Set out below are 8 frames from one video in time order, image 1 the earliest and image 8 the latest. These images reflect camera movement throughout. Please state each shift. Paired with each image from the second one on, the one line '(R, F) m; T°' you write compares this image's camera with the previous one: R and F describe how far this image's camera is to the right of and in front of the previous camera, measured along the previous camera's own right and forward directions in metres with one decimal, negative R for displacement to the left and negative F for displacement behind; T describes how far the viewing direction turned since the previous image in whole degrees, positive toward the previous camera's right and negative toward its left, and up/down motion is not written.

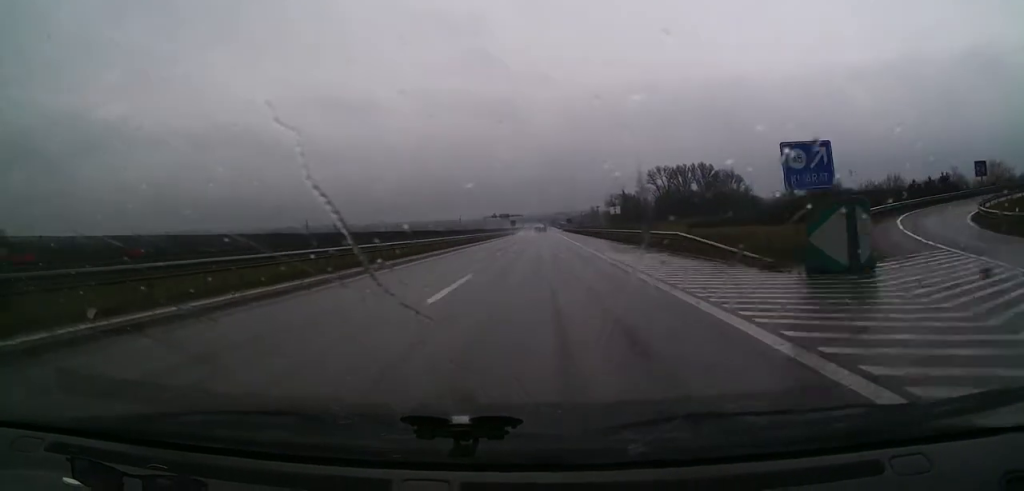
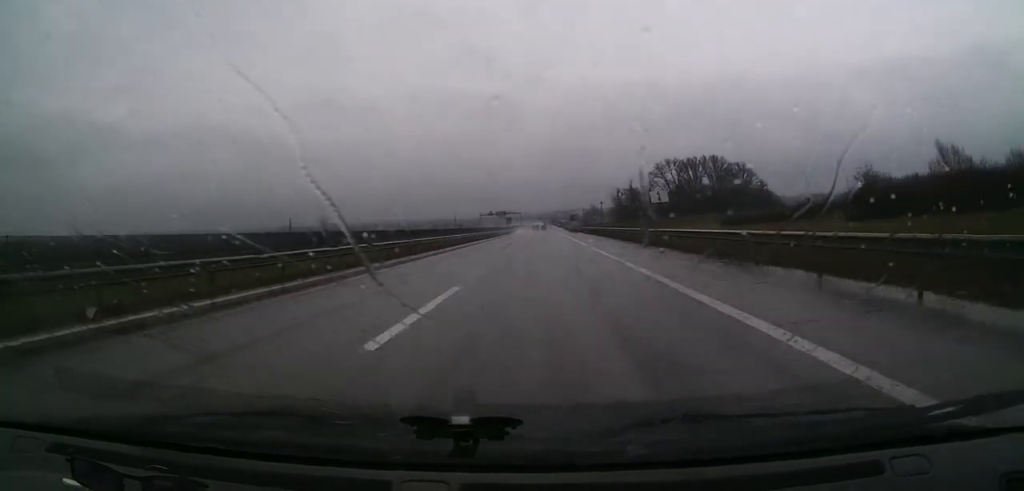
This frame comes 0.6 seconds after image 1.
(-0.2, +22.0) m; 0°
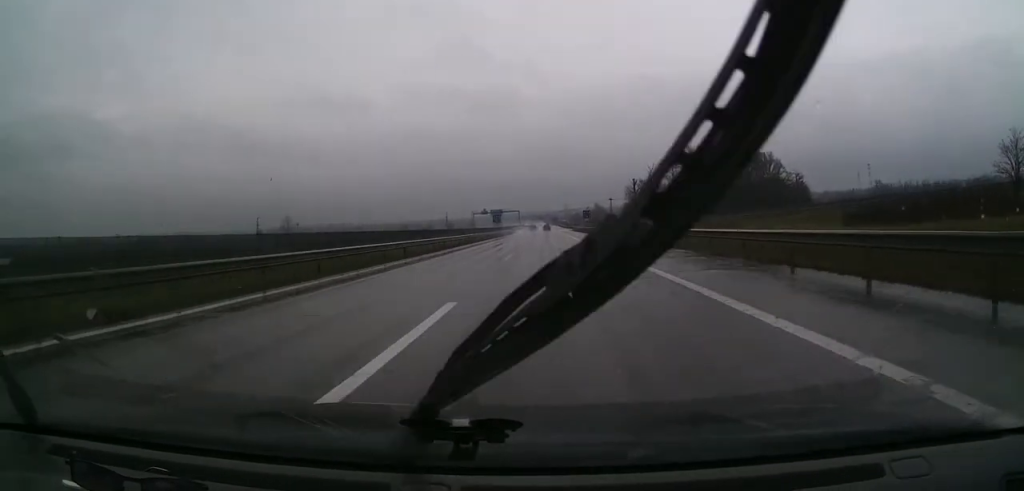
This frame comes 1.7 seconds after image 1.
(-0.1, +37.1) m; 0°
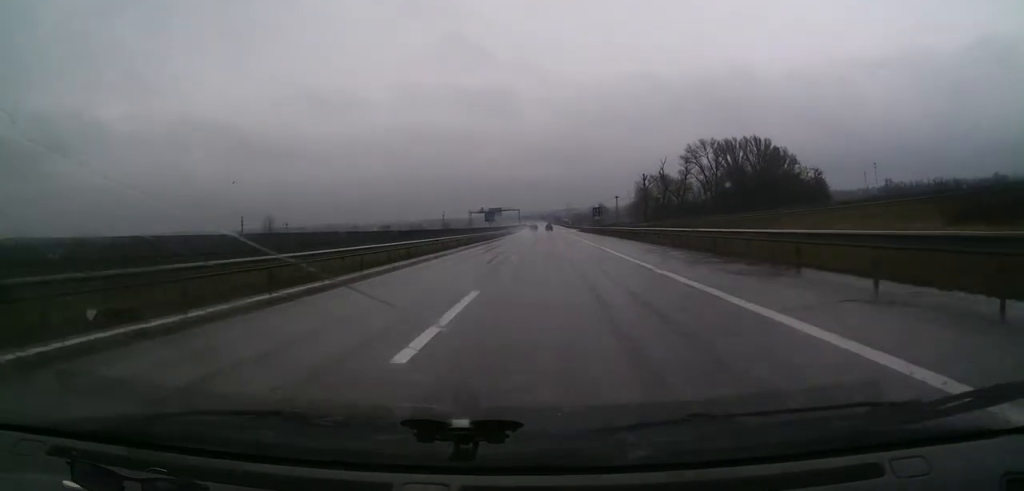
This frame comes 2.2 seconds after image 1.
(+0.1, +16.5) m; 0°
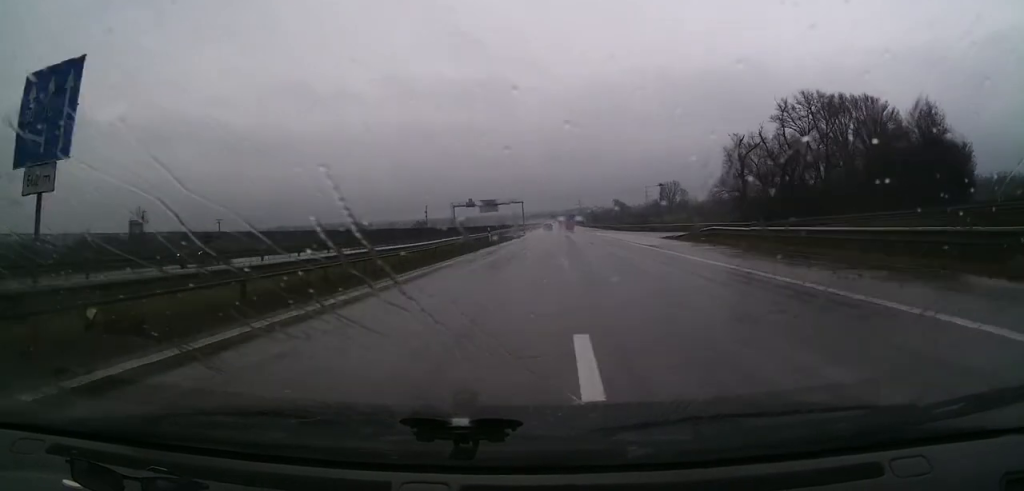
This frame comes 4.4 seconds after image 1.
(-0.4, +77.4) m; -1°
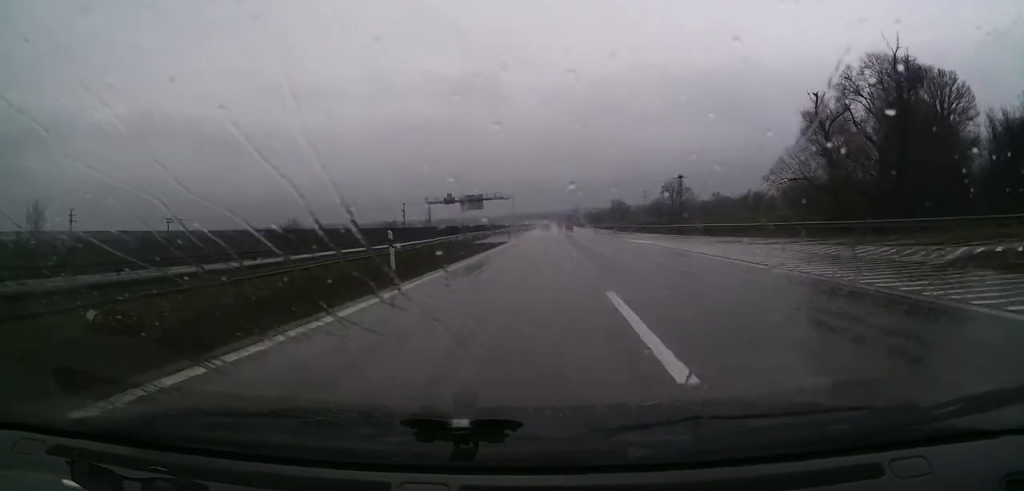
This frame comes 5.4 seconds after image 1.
(-0.1, +31.8) m; 0°
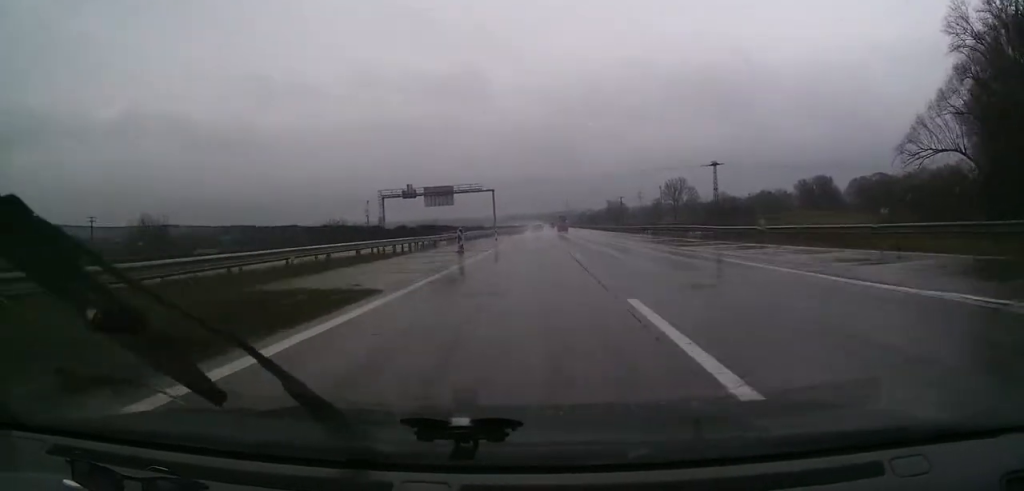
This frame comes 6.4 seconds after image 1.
(-0.2, +37.2) m; 0°
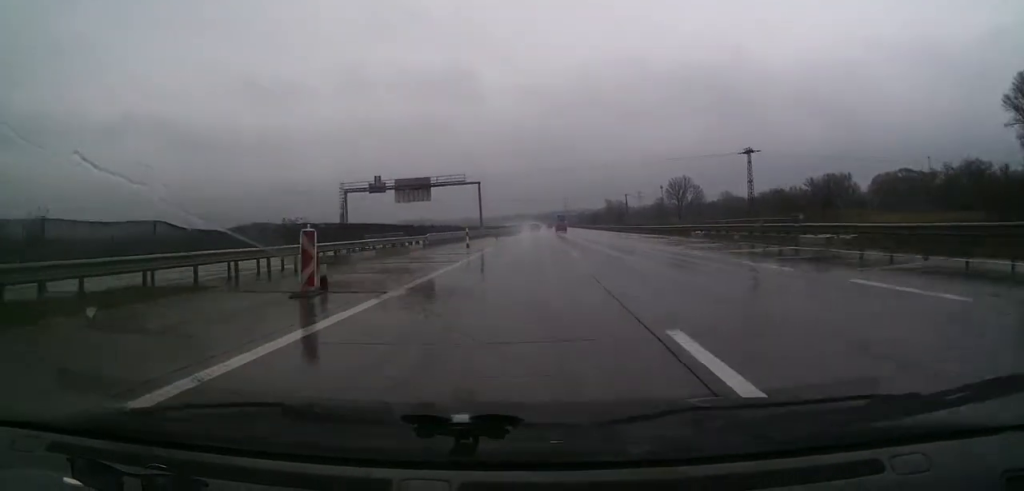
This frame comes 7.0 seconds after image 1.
(+0.1, +20.7) m; +1°
